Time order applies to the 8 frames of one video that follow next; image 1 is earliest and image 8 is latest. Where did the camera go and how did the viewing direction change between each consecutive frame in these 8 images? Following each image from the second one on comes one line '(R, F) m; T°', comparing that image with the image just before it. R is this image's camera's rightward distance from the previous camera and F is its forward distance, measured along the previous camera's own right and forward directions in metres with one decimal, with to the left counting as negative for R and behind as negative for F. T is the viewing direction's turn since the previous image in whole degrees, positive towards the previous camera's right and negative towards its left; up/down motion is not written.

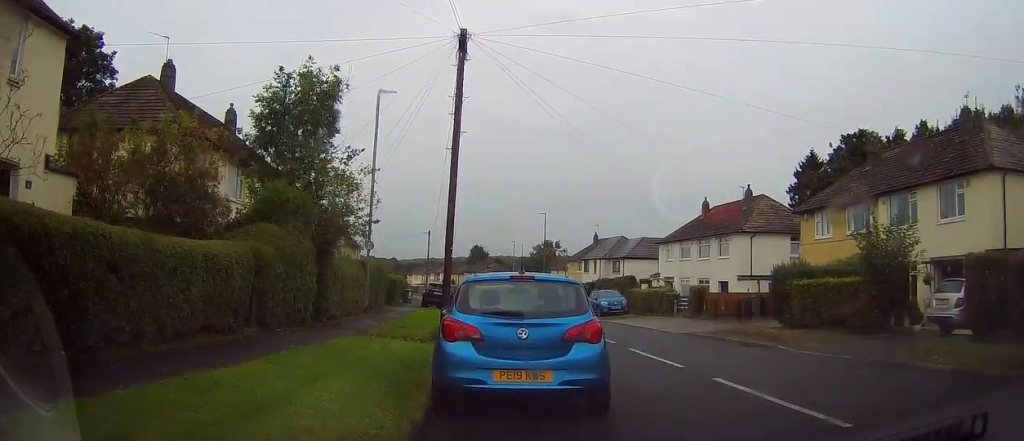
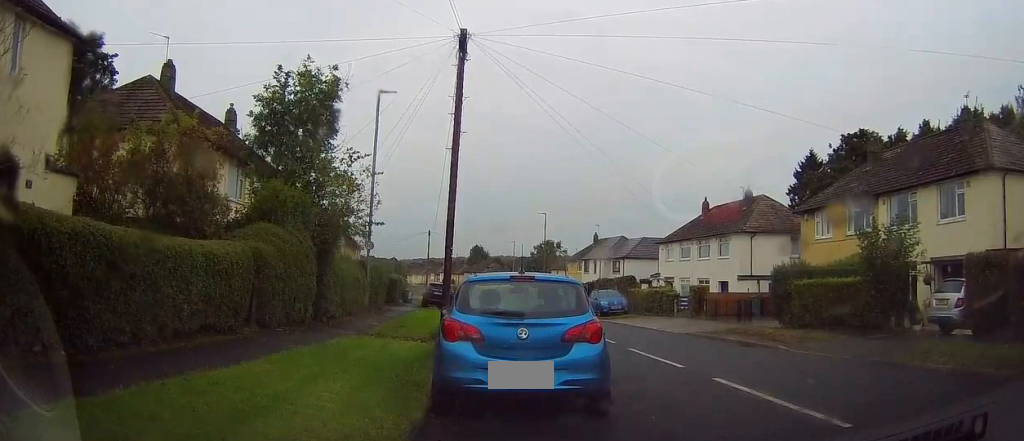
(0.0, 0.0) m; 0°
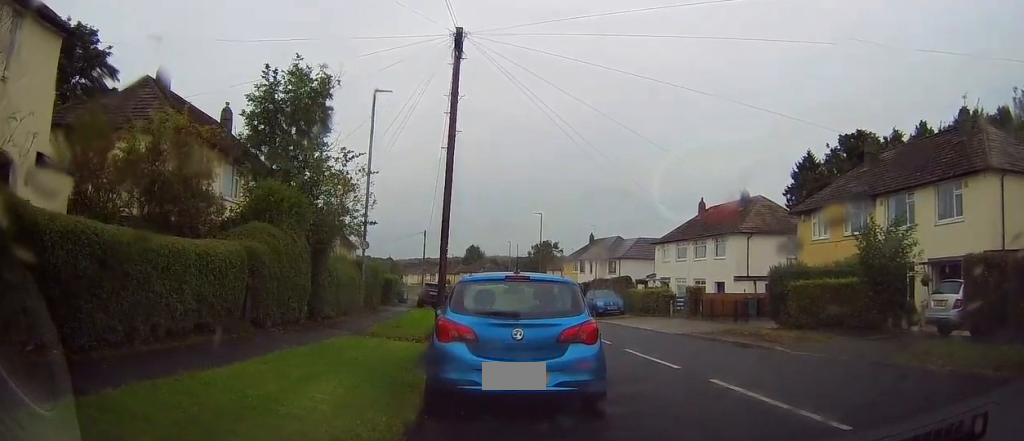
(0.0, +0.1) m; 0°
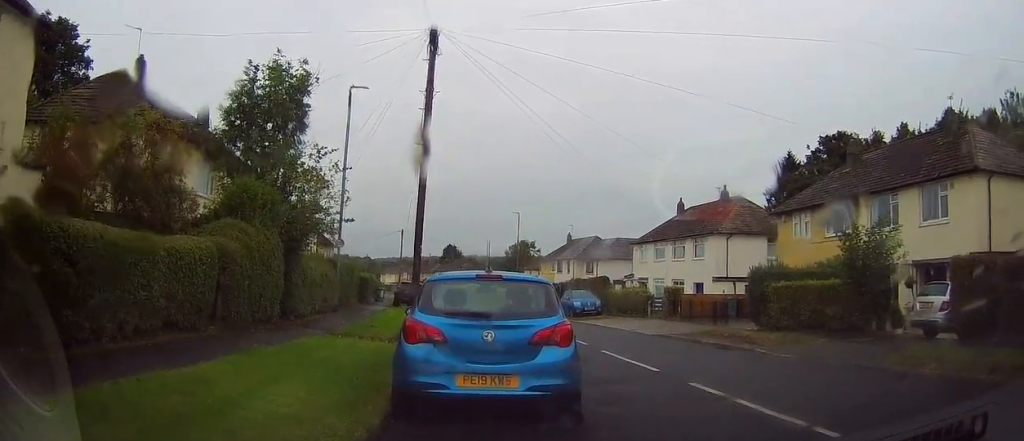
(+0.1, +0.1) m; 0°
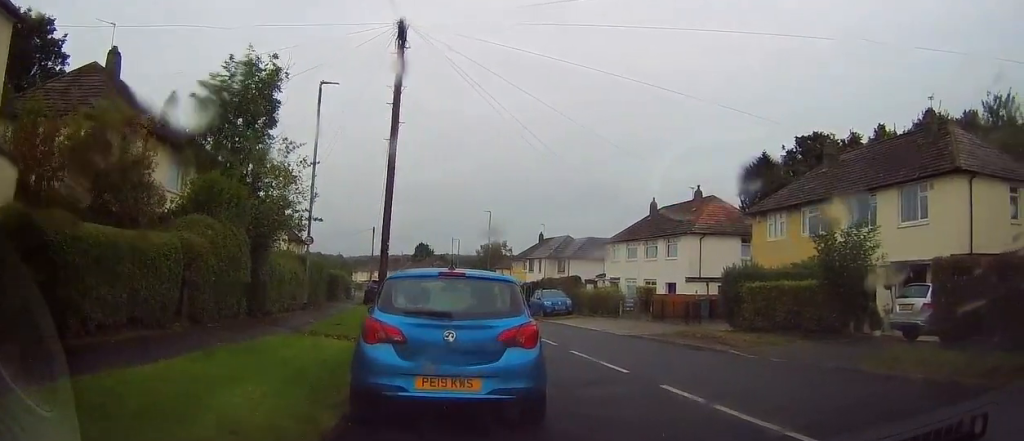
(+0.1, +0.1) m; 0°
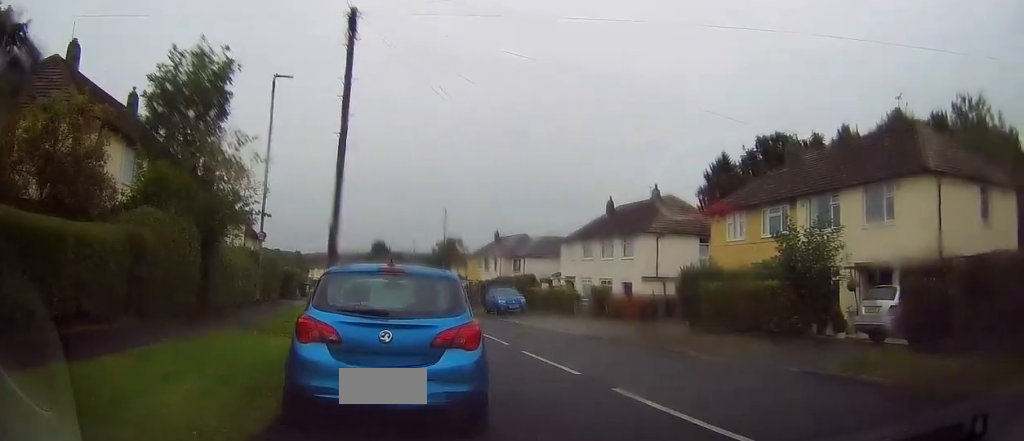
(+0.1, +0.2) m; 0°
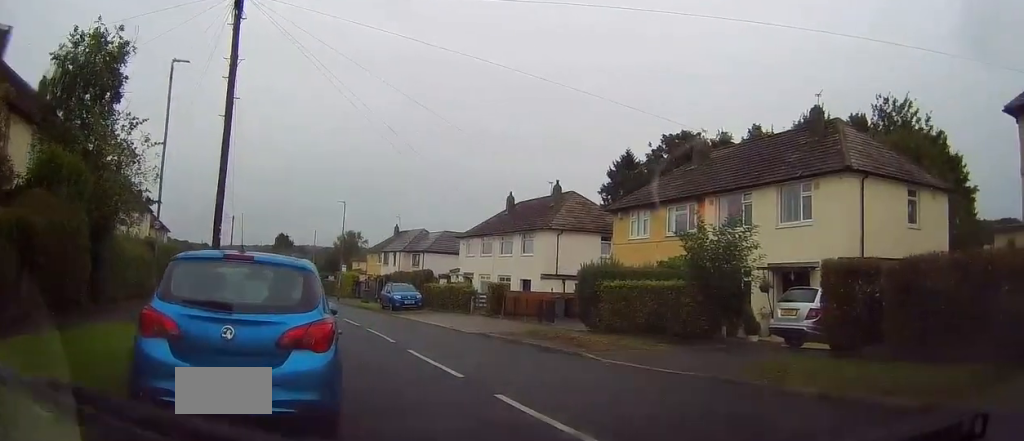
(+0.2, +0.3) m; 0°
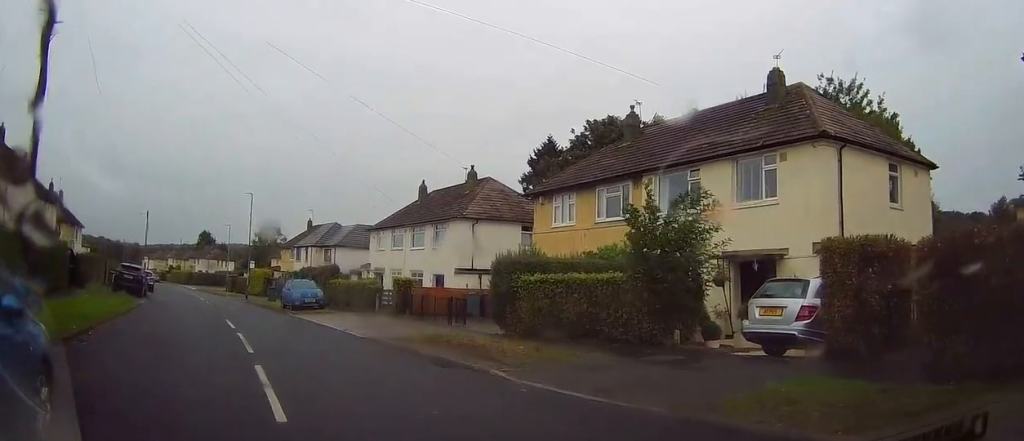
(+1.3, +2.2) m; +16°
